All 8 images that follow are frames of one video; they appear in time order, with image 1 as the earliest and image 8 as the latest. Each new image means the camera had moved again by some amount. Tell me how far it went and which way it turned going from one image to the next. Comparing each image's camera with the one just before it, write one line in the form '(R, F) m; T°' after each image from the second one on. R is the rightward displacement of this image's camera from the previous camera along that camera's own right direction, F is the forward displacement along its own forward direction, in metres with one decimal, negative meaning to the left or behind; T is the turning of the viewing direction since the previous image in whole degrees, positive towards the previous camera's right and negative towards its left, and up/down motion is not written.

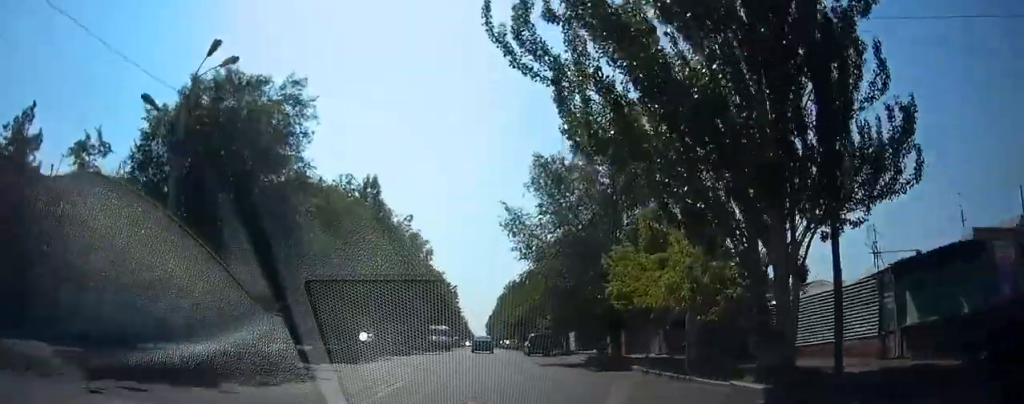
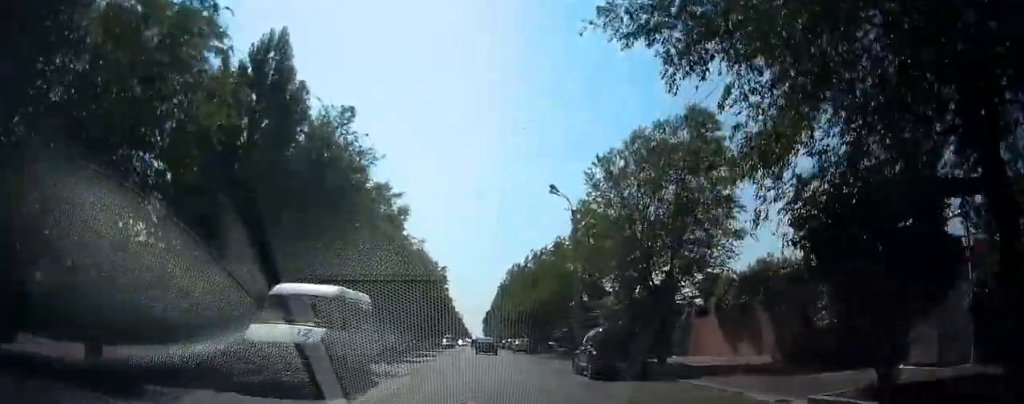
(+0.1, +21.8) m; +2°
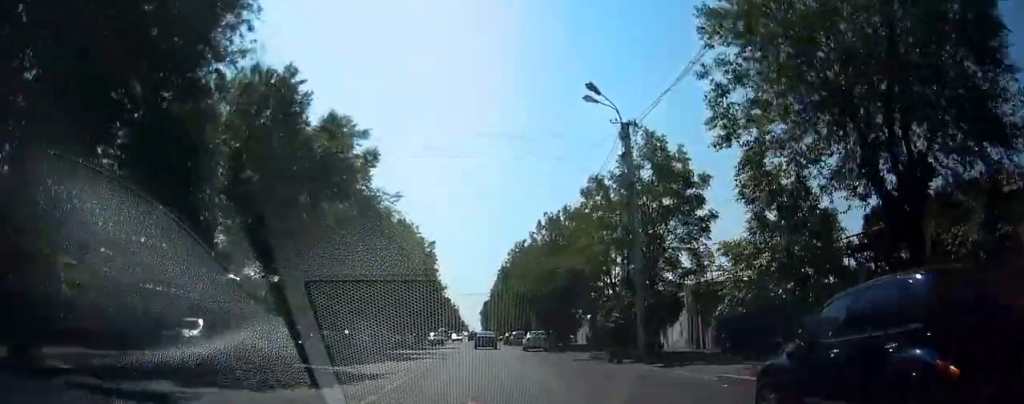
(+0.1, +13.6) m; +1°
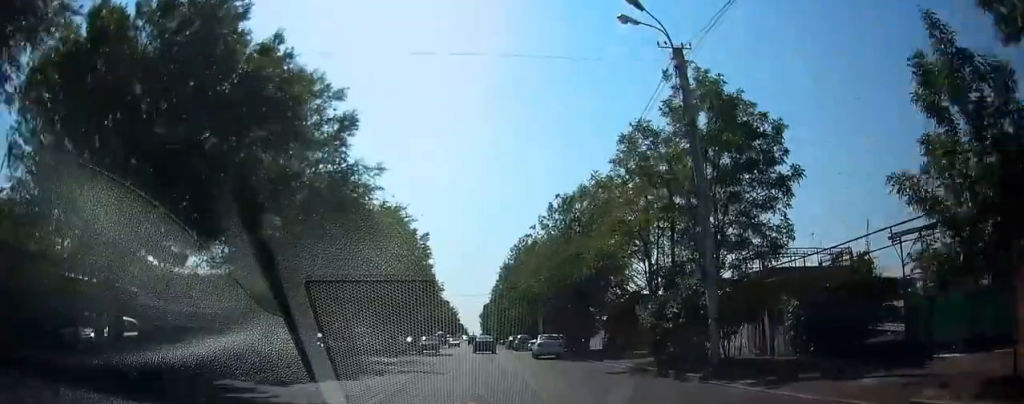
(-0.1, +7.2) m; 0°
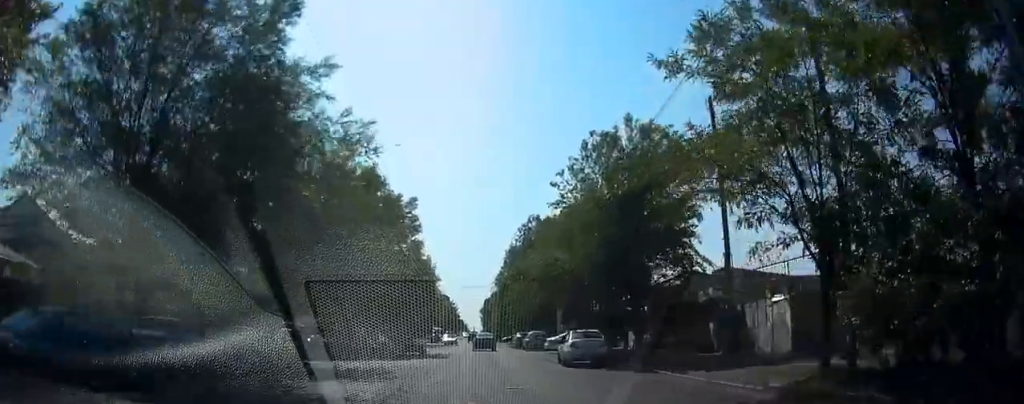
(+0.2, +11.3) m; 0°
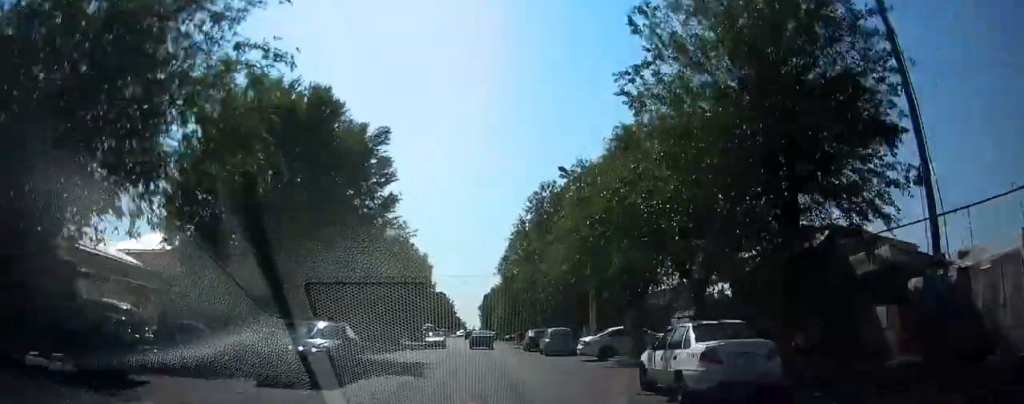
(-0.2, +12.0) m; 0°
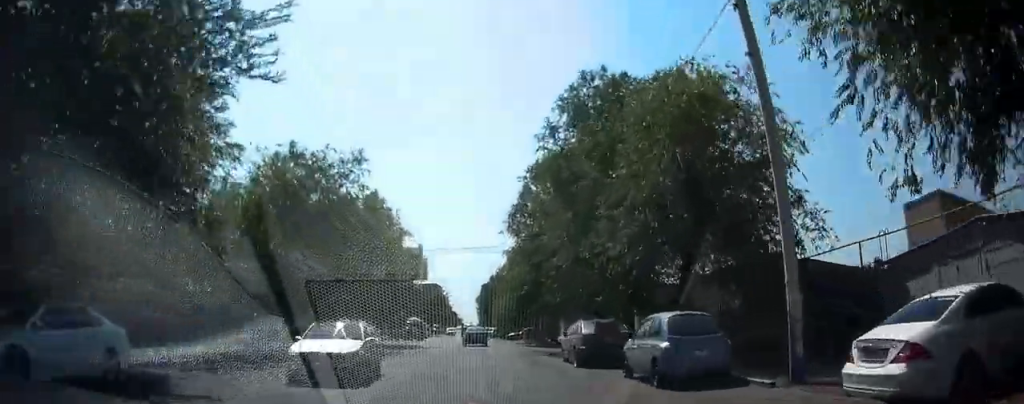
(+0.2, +17.6) m; 0°
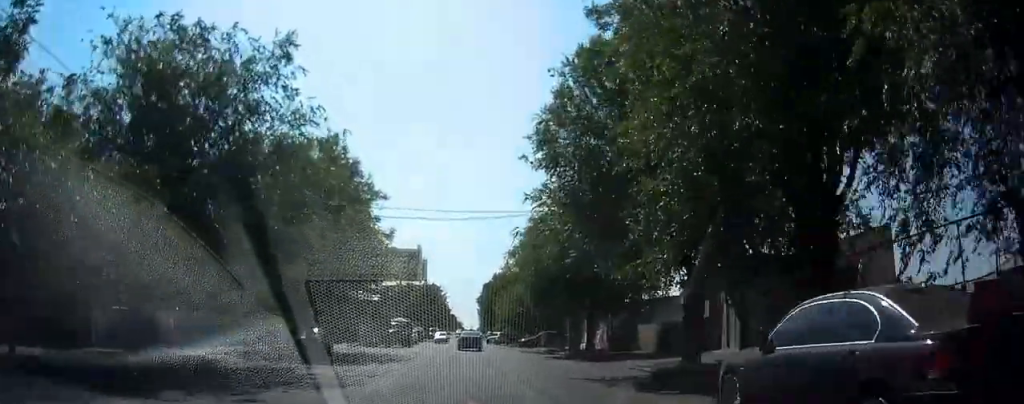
(-0.6, +13.6) m; -4°
